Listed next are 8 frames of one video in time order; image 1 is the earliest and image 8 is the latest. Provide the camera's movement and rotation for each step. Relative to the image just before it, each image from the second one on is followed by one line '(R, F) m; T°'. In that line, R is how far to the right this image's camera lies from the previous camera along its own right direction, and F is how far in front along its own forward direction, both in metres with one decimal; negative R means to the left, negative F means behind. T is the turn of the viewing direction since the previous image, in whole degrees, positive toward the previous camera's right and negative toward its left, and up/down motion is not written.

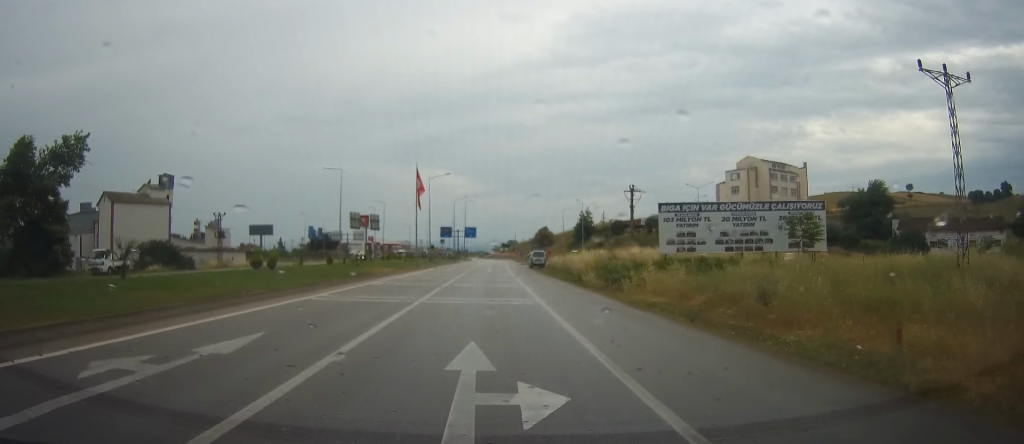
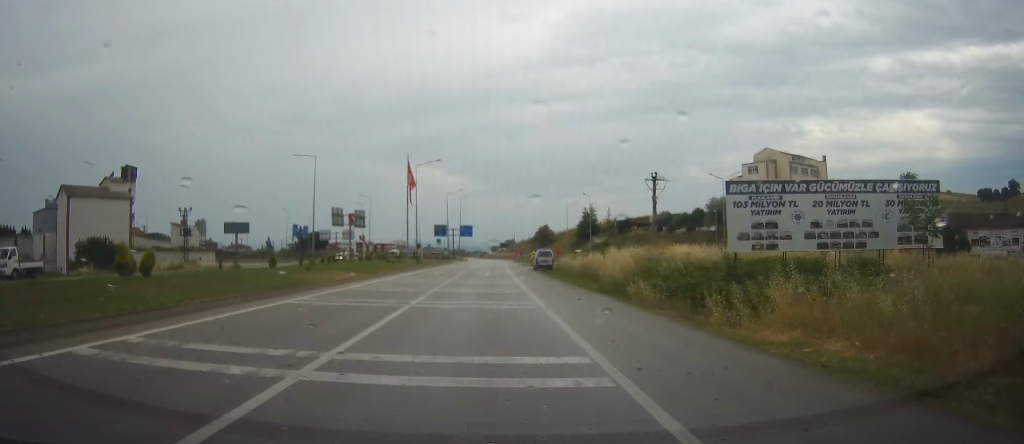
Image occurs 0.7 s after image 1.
(0.0, +11.9) m; 0°
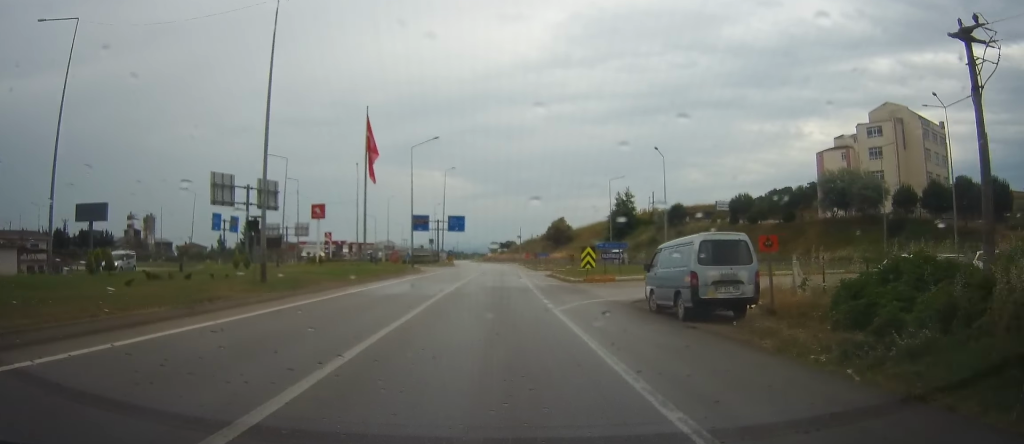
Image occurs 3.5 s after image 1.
(+0.3, +46.7) m; -1°
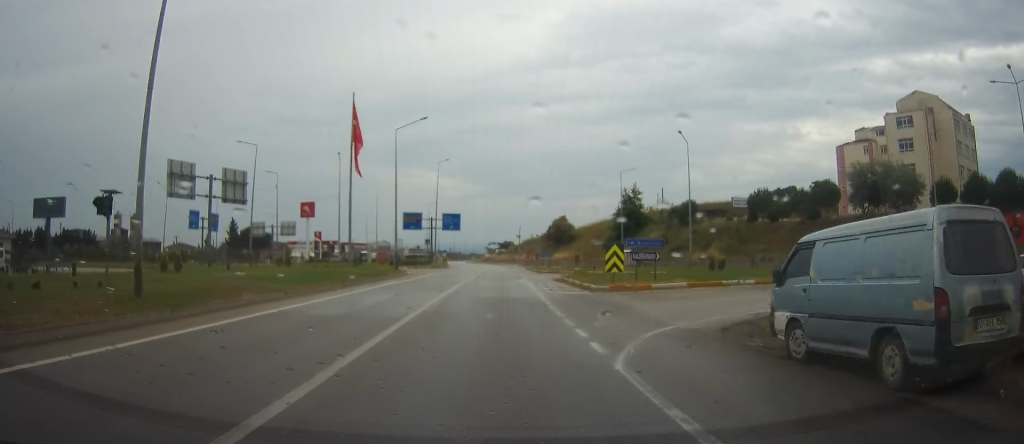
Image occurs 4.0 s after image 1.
(-0.3, +8.4) m; 0°
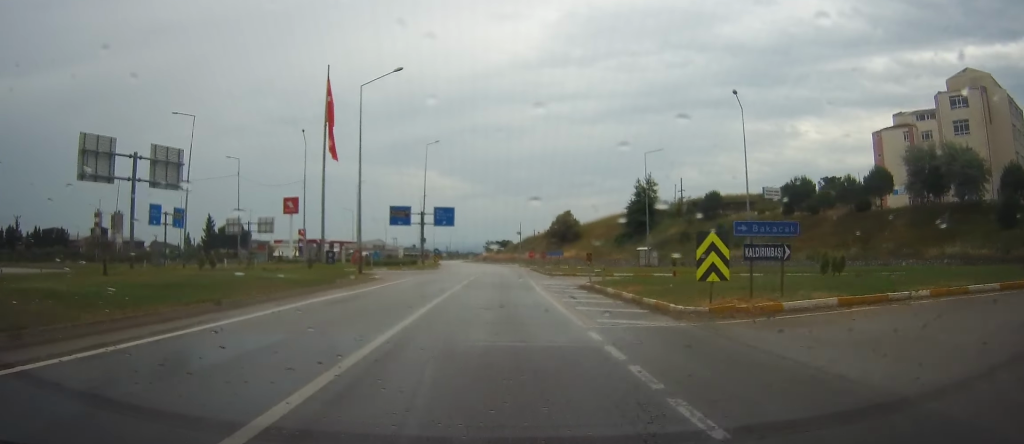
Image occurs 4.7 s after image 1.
(-0.1, +13.3) m; 0°
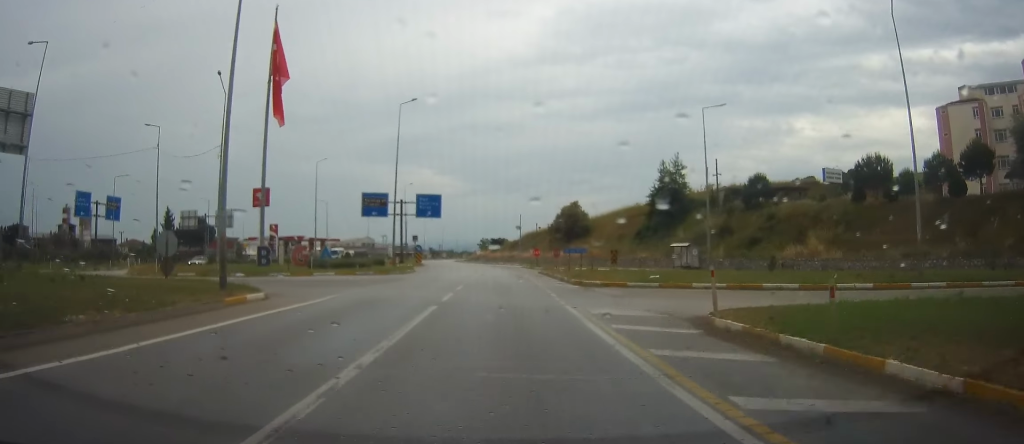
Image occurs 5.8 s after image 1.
(+0.4, +18.7) m; +1°
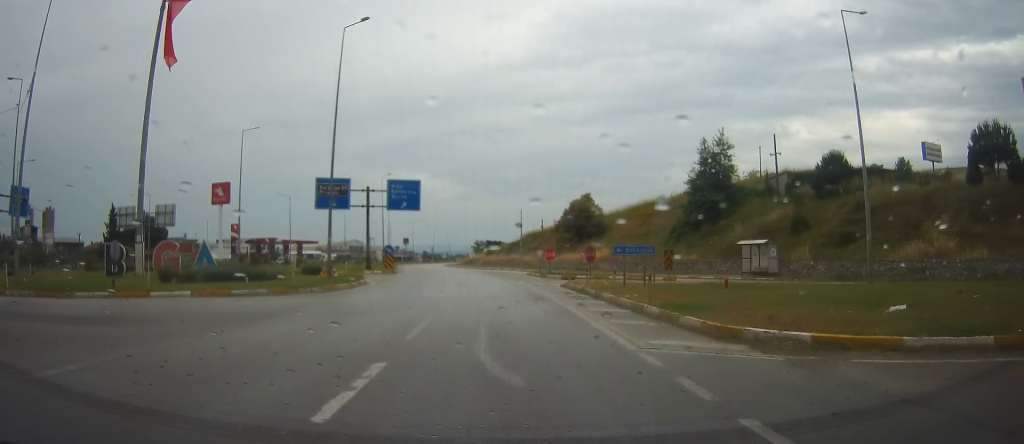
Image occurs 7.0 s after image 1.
(0.0, +19.7) m; +1°
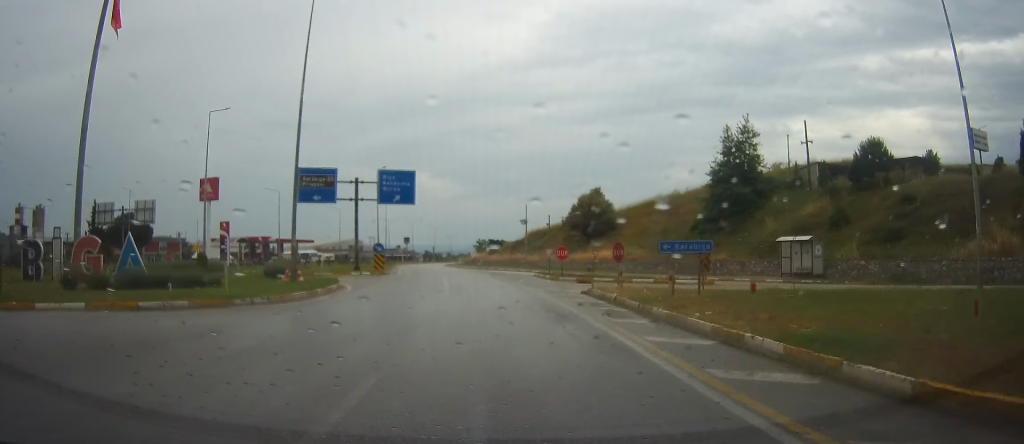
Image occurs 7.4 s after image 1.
(+0.1, +7.1) m; 0°
